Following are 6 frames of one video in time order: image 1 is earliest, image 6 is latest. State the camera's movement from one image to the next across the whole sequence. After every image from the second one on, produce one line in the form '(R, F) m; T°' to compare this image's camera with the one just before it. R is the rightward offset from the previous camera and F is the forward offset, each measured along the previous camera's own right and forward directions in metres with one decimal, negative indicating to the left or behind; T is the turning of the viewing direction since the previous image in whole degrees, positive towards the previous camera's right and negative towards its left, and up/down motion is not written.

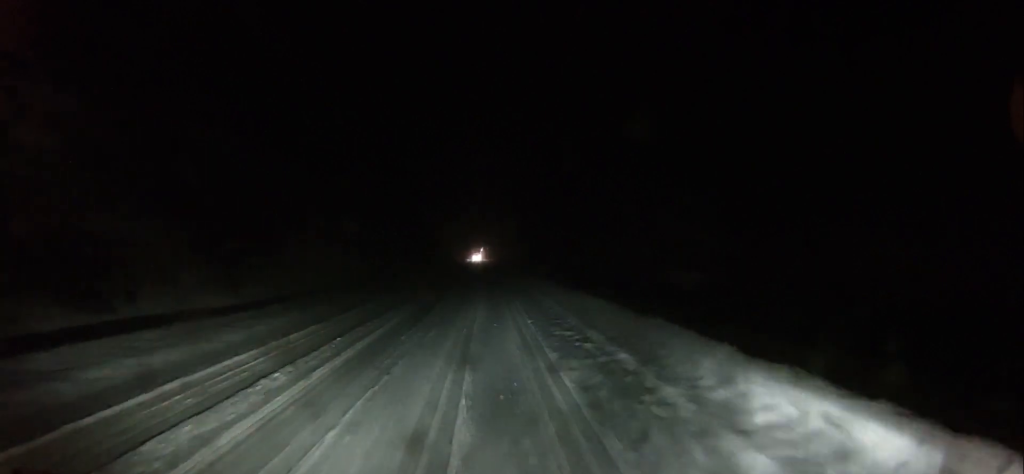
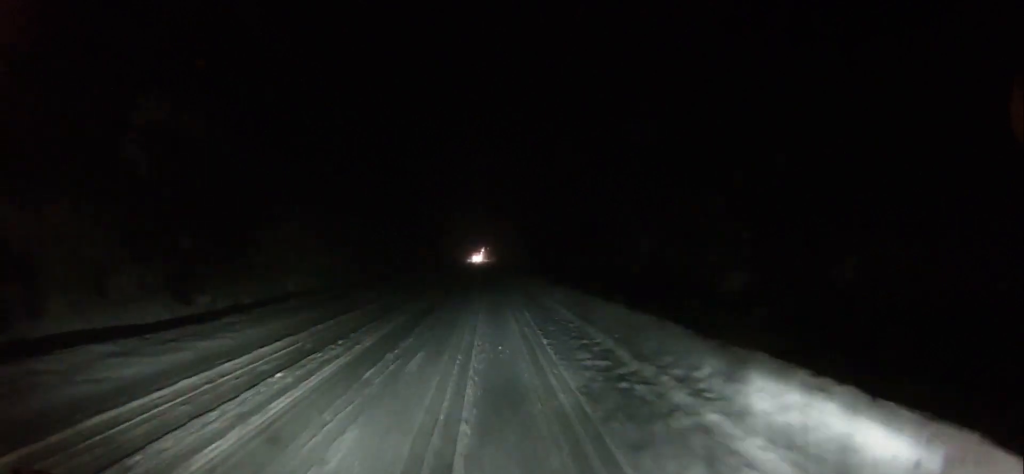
(-0.2, +5.9) m; +1°
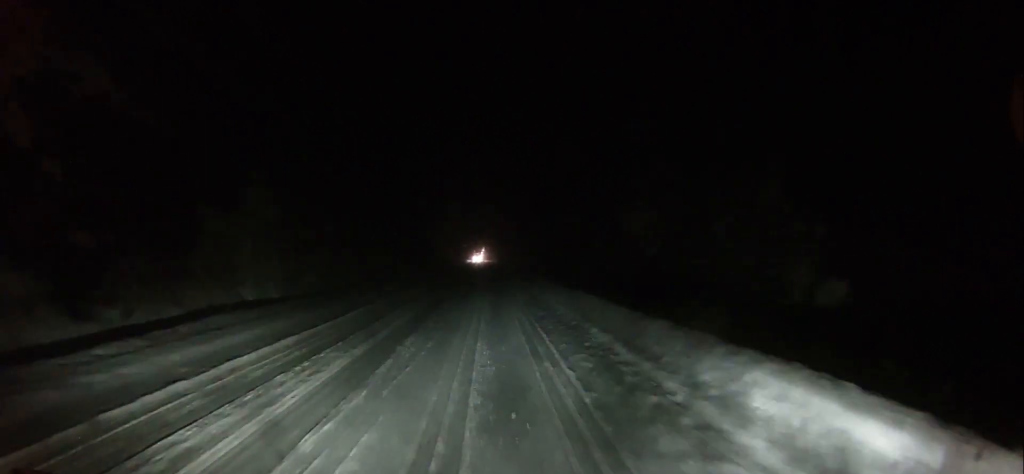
(+0.3, +7.6) m; -2°
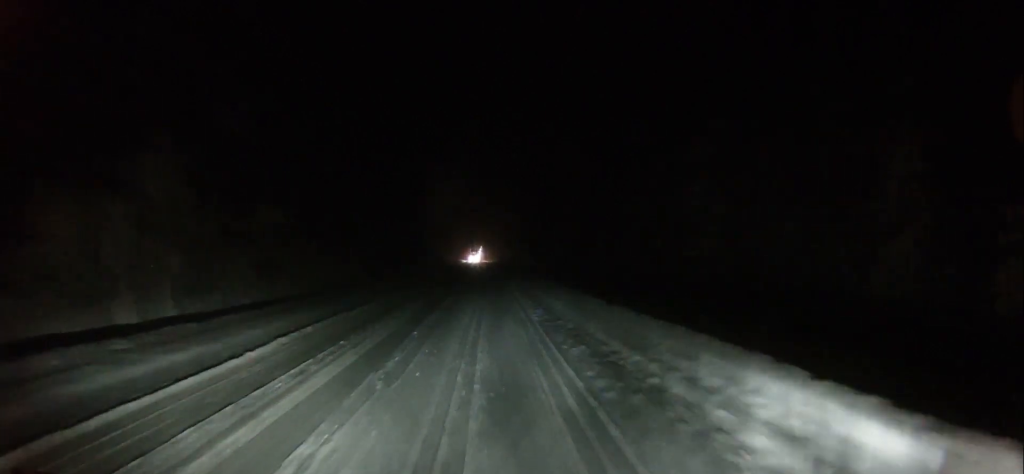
(-0.6, +11.5) m; -1°
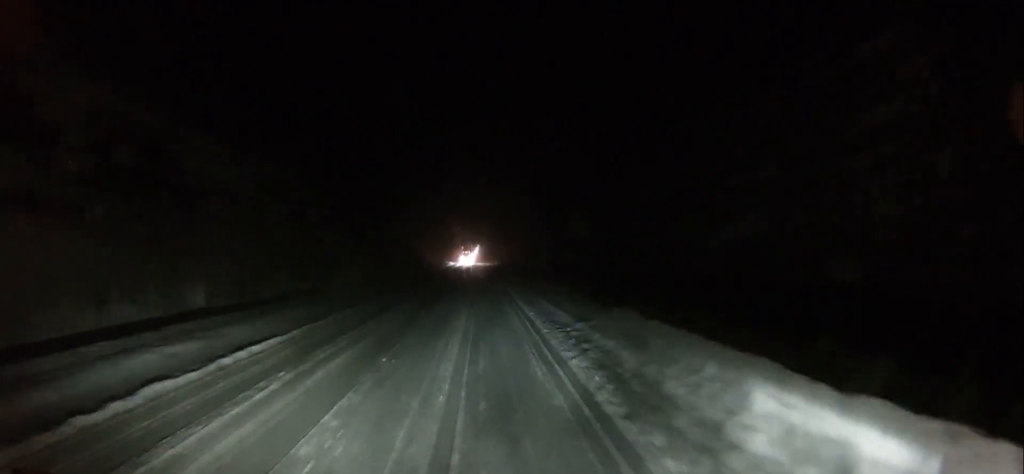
(+1.3, +32.3) m; +3°
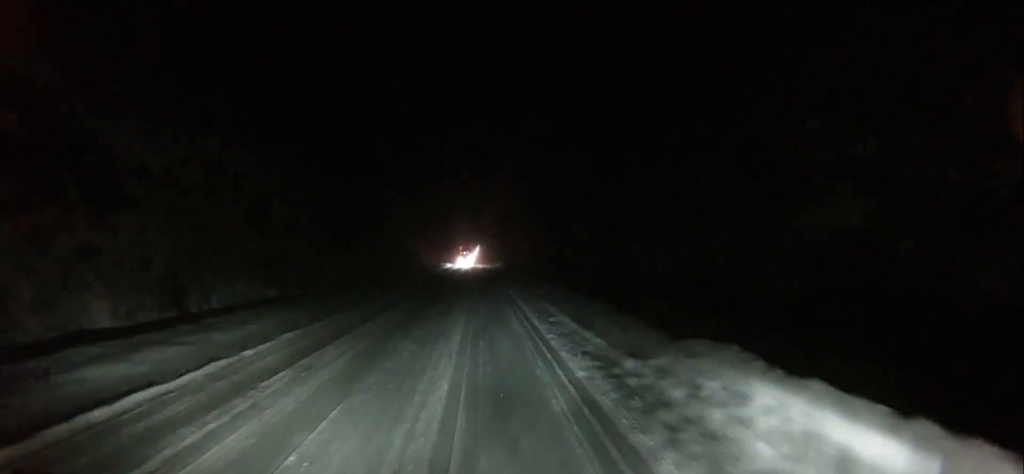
(0.0, +7.6) m; +1°
